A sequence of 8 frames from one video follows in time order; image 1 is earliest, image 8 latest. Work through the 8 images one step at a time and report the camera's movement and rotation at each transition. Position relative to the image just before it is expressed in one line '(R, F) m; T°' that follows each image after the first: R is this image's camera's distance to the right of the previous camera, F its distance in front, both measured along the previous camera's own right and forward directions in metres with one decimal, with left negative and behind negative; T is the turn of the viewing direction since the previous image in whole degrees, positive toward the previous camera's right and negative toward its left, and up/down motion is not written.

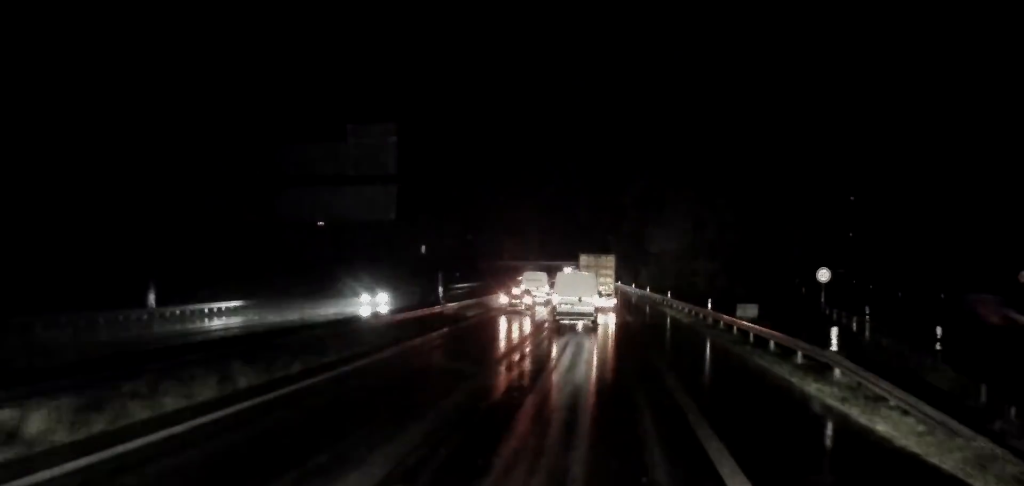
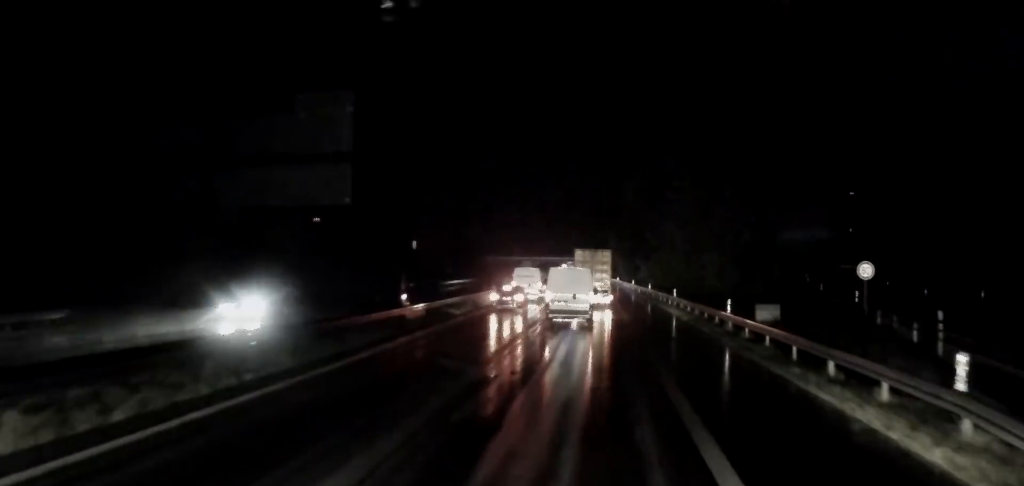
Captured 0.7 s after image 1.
(+0.4, +8.0) m; 0°
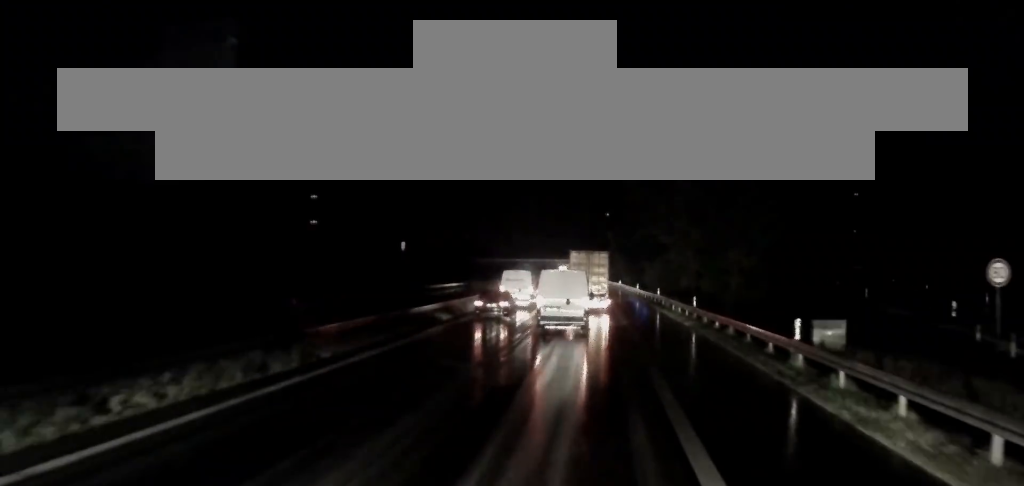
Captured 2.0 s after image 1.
(-0.5, +13.5) m; 0°
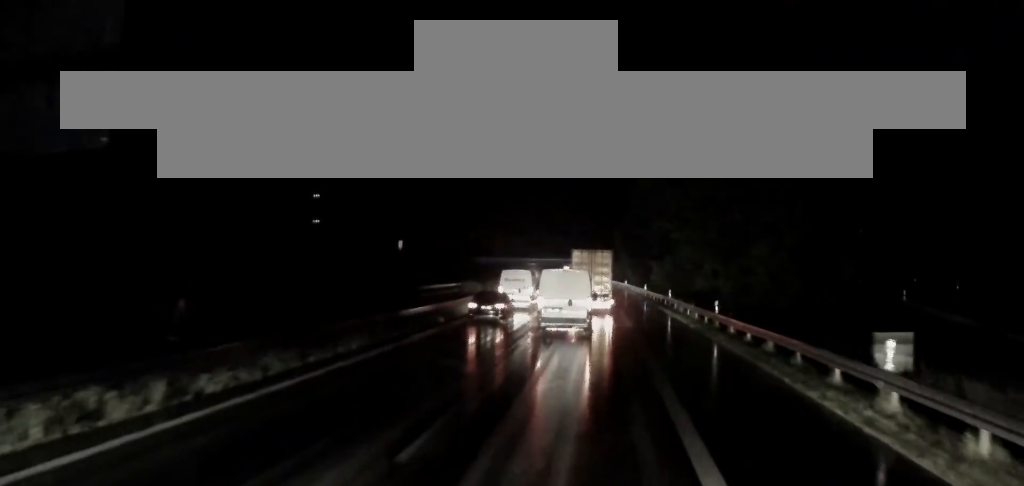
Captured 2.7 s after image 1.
(+0.4, +7.8) m; 0°
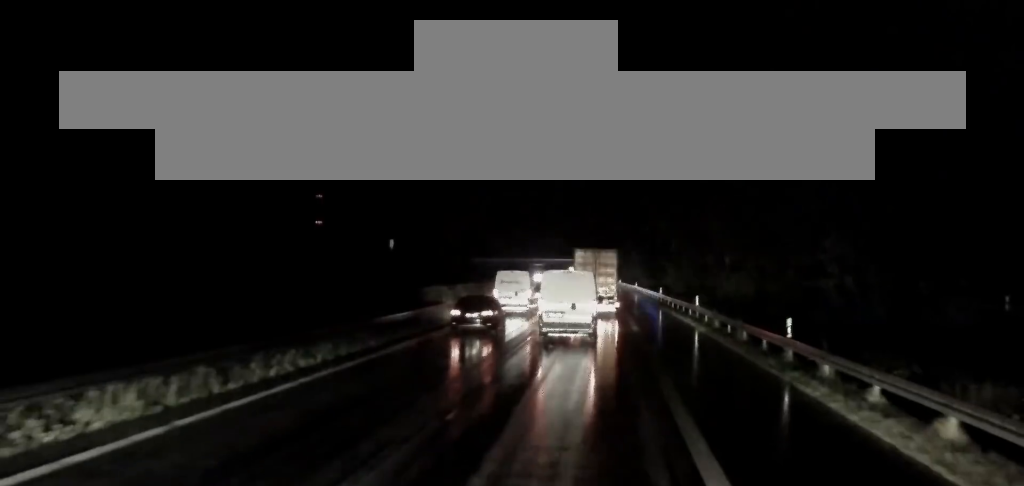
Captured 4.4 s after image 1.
(-0.7, +15.0) m; -1°
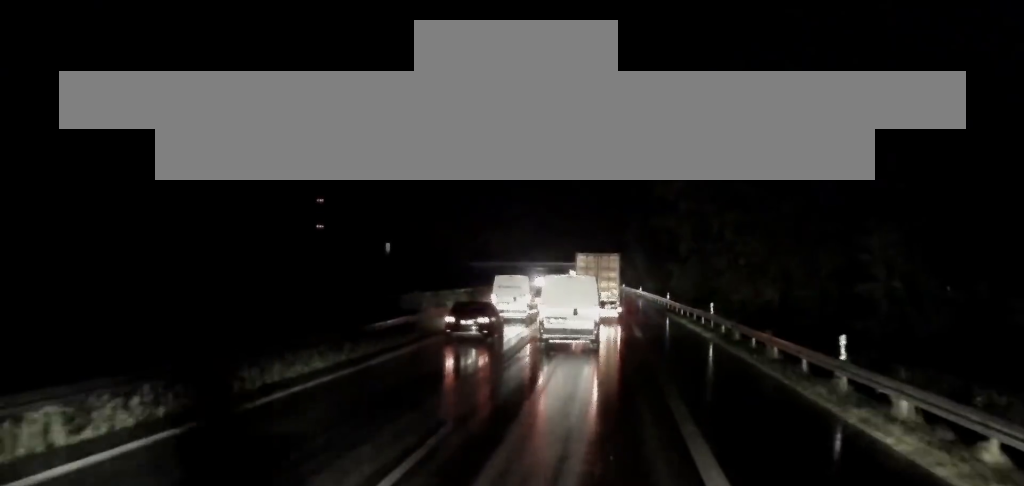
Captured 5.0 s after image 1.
(+0.1, +5.8) m; +1°
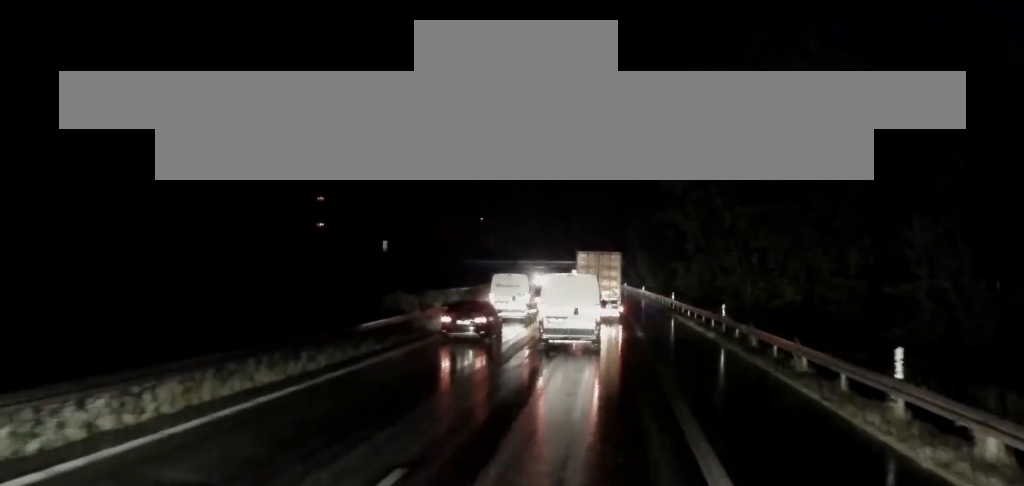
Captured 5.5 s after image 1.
(0.0, +4.0) m; 0°
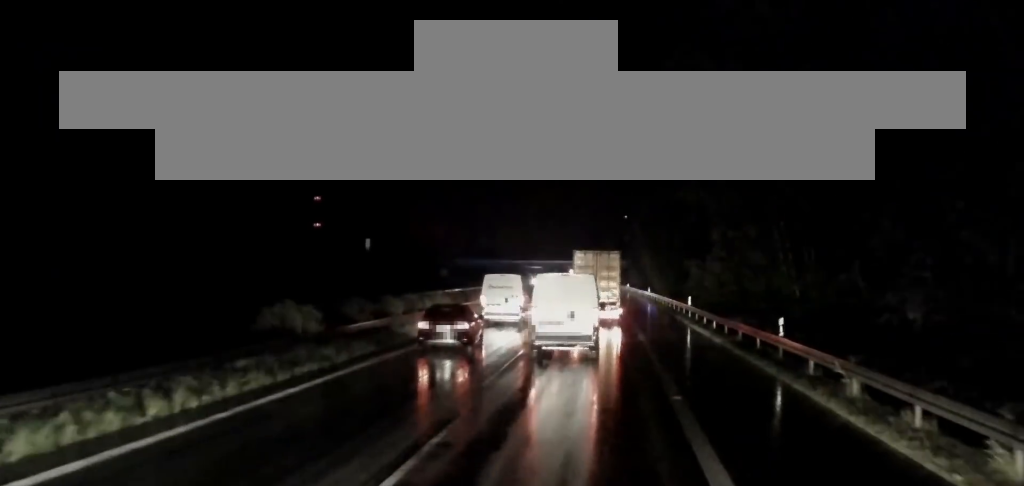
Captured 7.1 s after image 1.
(-0.1, +13.2) m; 0°
